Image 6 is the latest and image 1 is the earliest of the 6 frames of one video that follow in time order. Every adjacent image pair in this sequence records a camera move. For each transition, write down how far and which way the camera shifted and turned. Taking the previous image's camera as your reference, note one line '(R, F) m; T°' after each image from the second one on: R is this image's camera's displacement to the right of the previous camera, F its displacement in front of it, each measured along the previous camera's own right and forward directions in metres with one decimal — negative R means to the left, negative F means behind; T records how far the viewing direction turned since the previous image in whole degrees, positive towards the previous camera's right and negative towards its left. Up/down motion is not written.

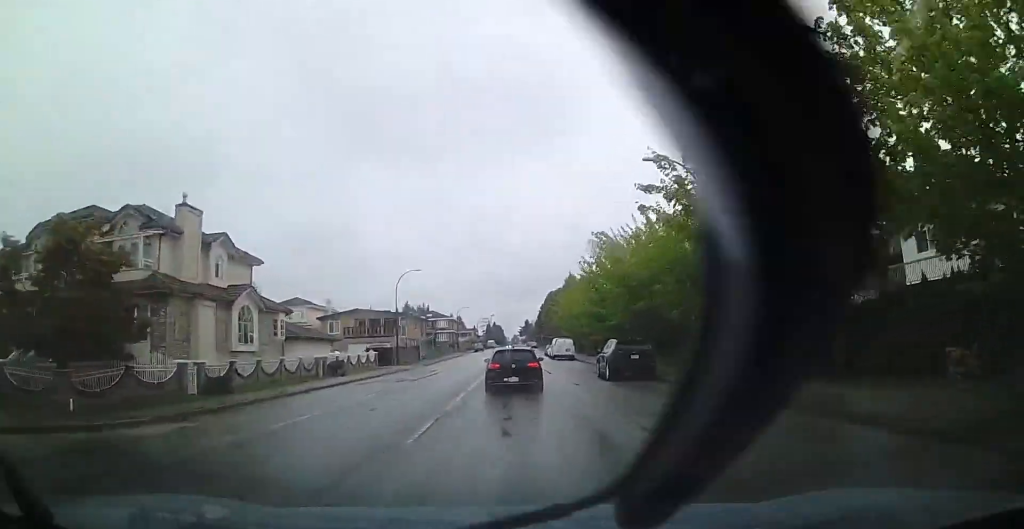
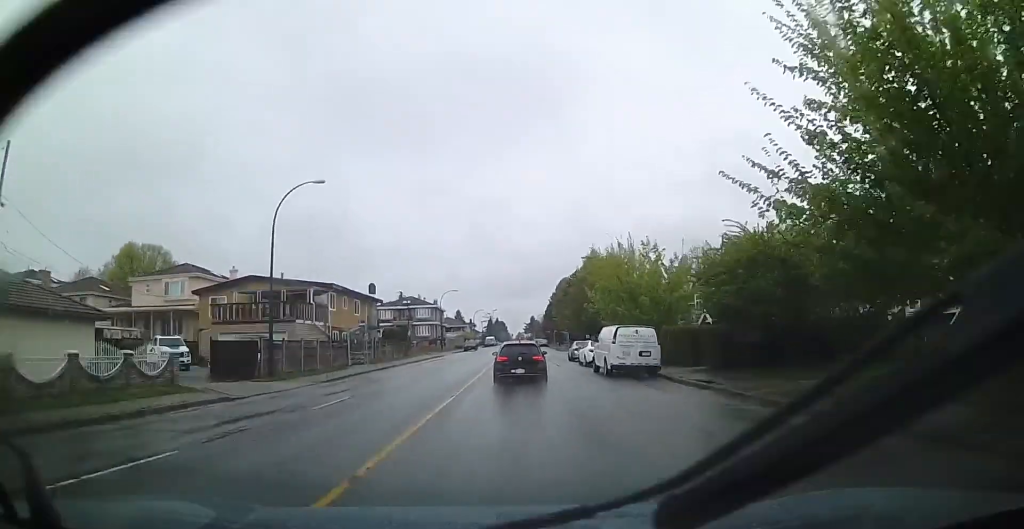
(-0.6, +33.5) m; -2°
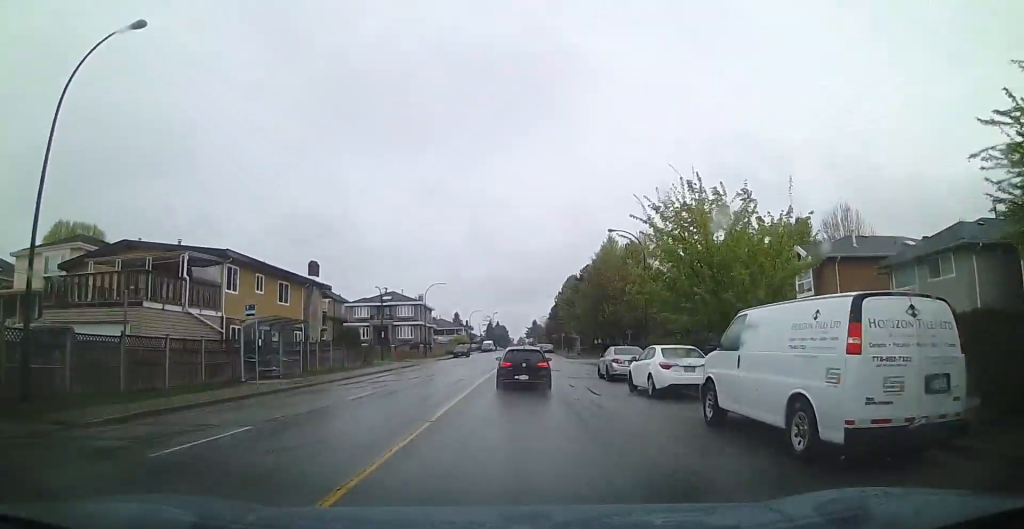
(-0.3, +16.6) m; 0°
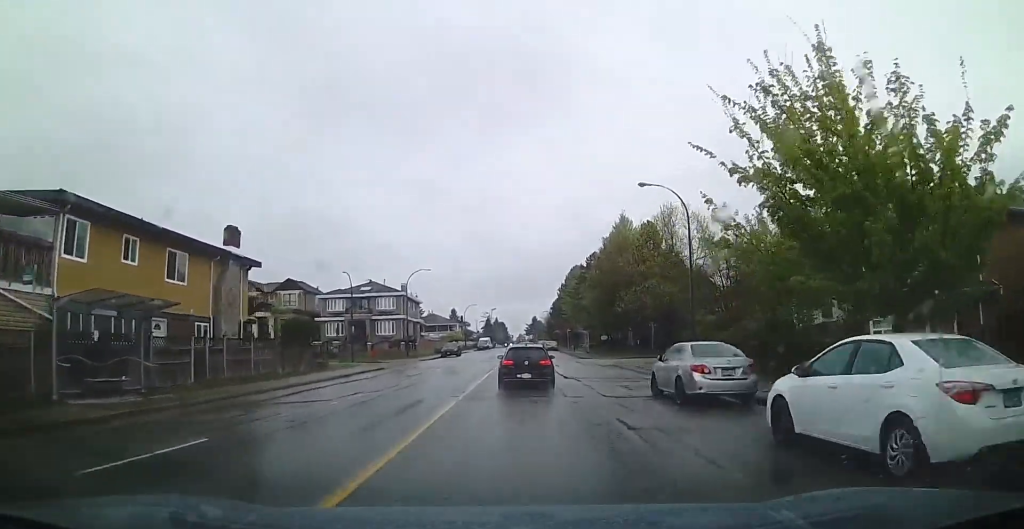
(+0.2, +11.6) m; +1°
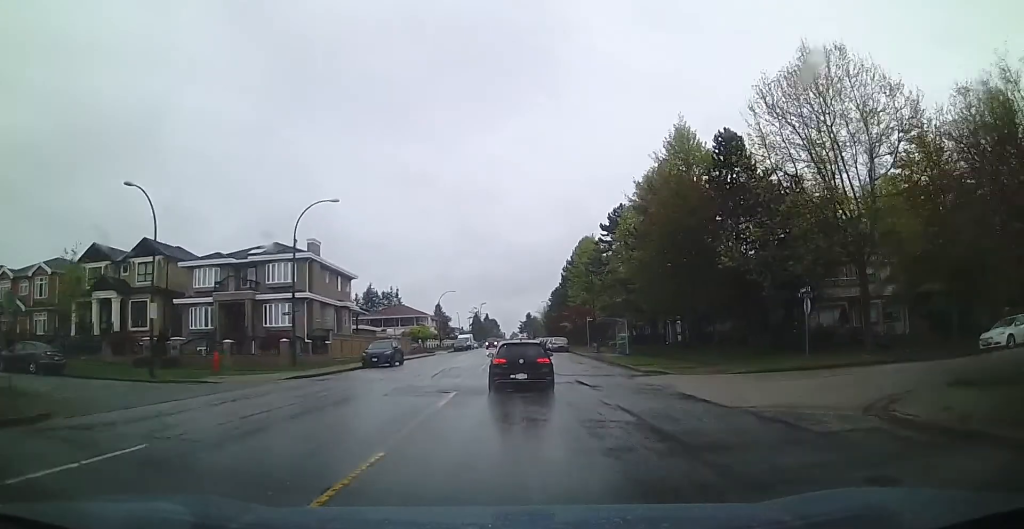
(-1.1, +29.2) m; -4°
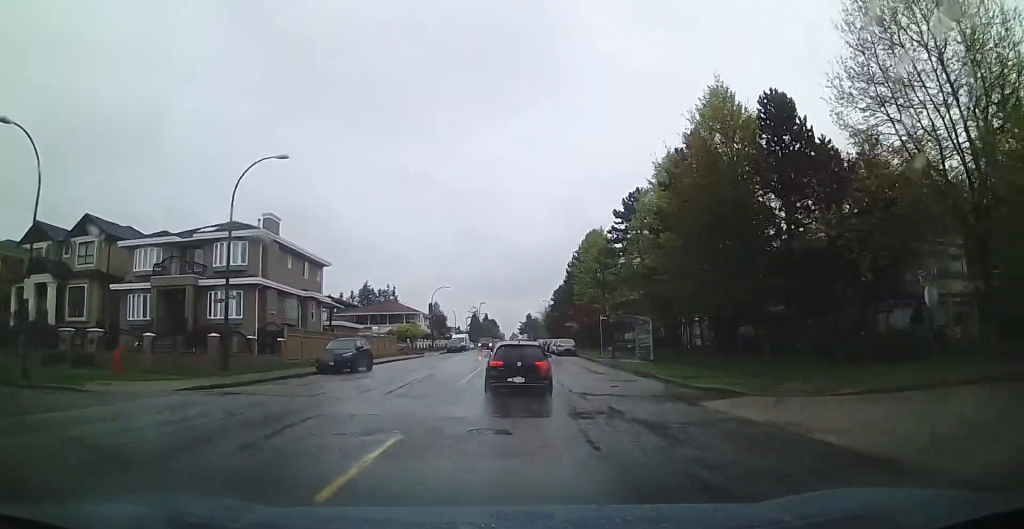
(-0.1, +7.8) m; 0°
